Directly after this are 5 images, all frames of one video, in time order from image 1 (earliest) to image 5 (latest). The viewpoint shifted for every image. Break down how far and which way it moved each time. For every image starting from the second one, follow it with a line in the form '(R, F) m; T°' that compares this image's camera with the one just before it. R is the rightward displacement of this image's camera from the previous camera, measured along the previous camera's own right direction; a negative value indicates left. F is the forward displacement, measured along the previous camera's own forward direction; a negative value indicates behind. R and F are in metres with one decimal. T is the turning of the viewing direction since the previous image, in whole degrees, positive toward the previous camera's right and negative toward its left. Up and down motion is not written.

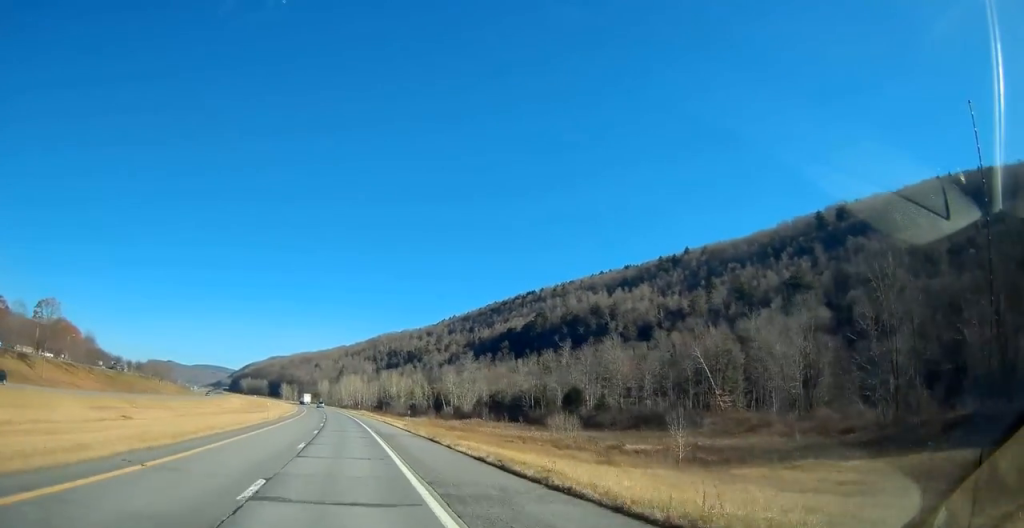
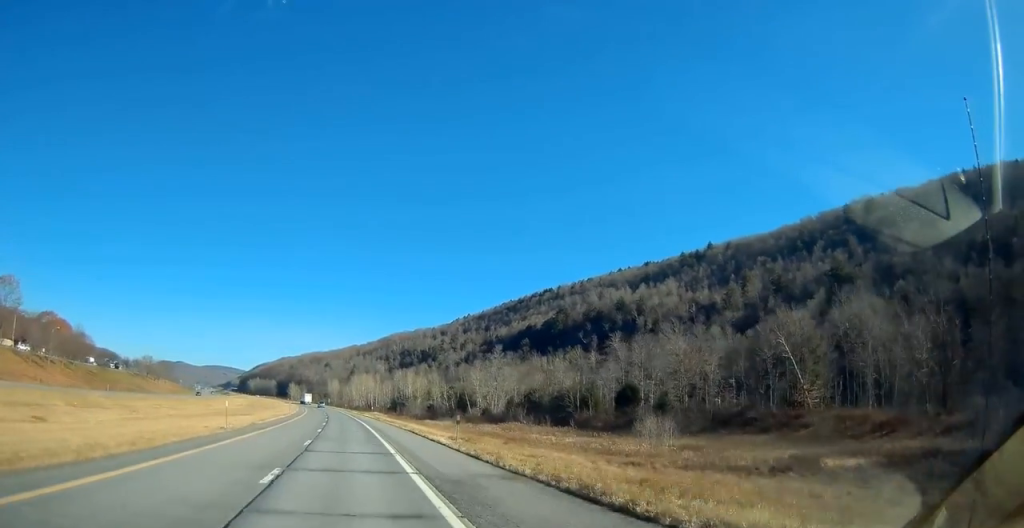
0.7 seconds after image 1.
(-0.4, +22.2) m; -1°
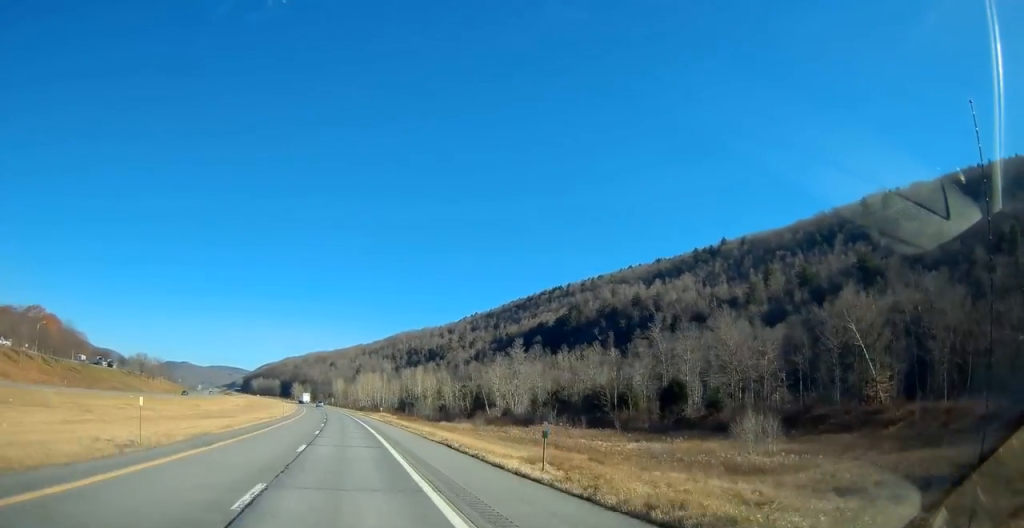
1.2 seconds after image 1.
(+0.1, +15.1) m; -1°
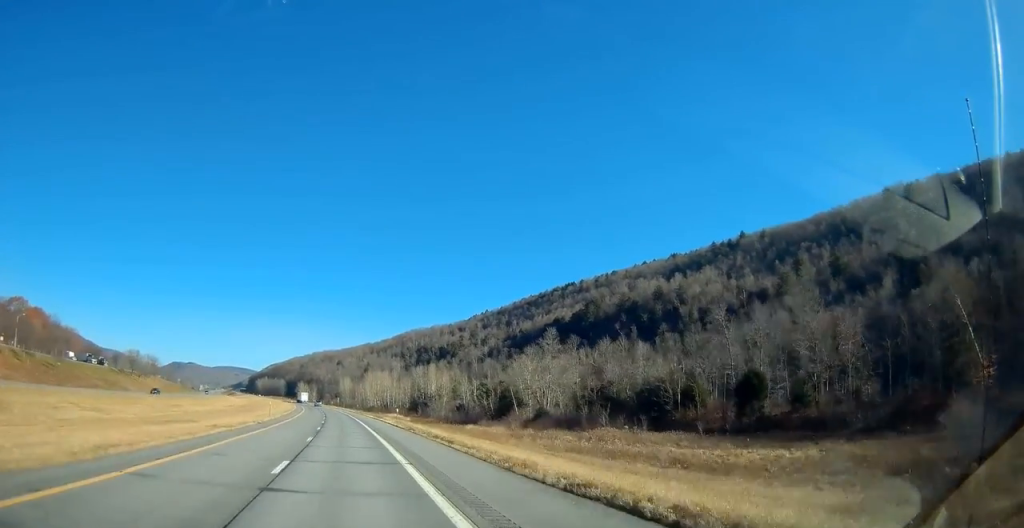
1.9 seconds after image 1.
(-0.1, +19.1) m; -1°
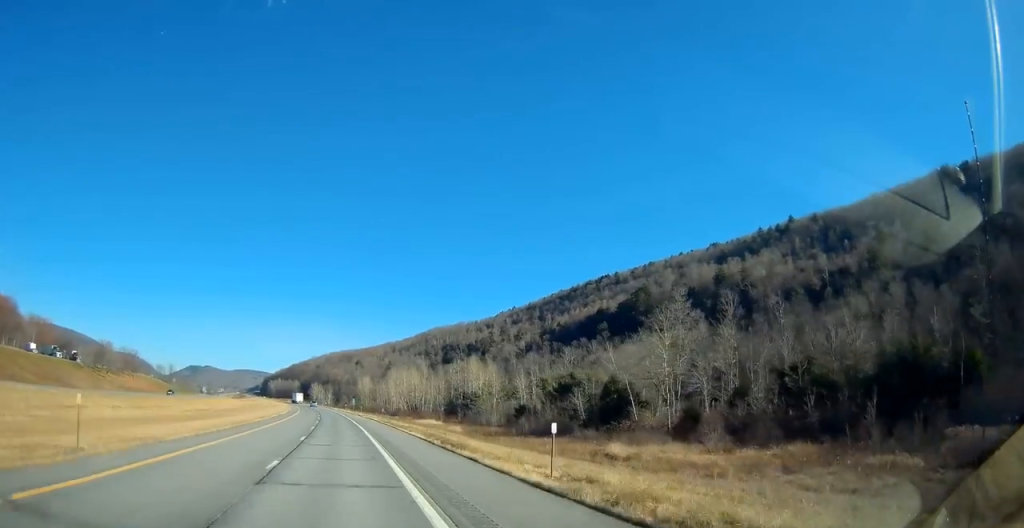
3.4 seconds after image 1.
(-1.1, +47.4) m; -2°
